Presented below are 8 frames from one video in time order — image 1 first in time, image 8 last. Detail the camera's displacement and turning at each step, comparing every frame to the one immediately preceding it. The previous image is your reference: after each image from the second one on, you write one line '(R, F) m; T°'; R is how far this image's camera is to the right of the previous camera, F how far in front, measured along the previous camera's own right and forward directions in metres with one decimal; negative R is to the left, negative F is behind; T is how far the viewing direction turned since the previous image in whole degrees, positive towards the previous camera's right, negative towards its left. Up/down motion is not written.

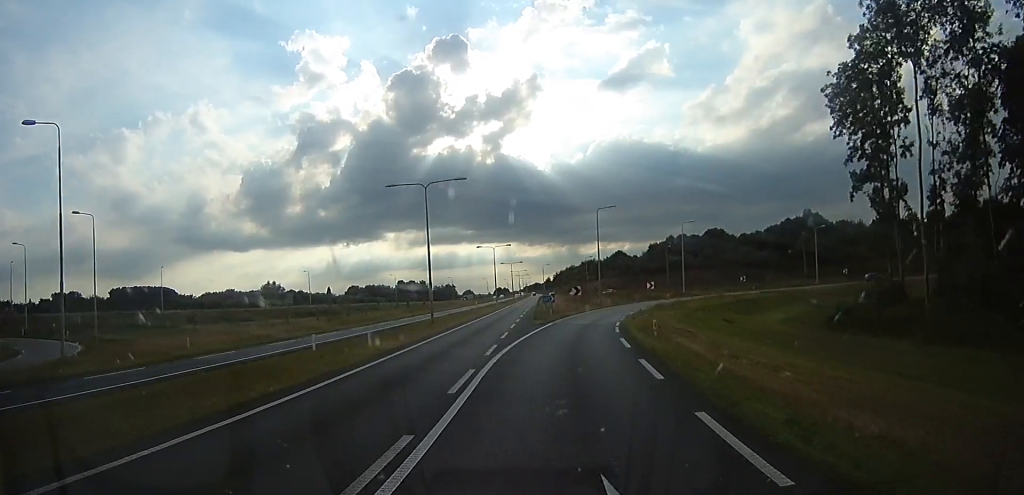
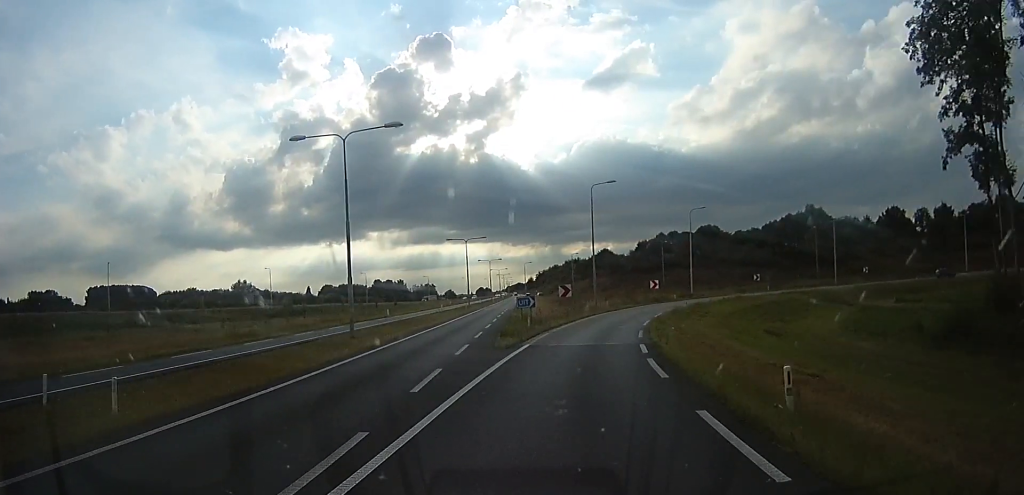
(+1.2, +12.3) m; +4°
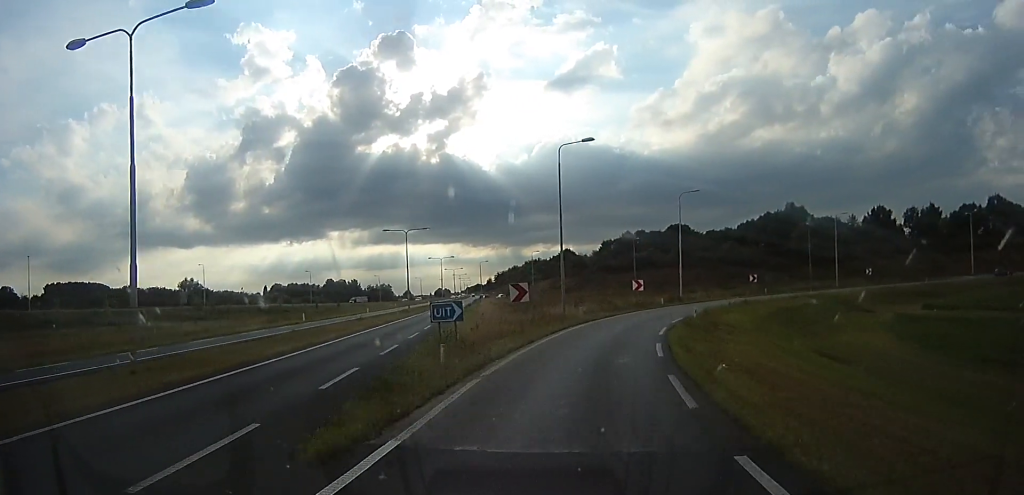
(+0.2, +12.1) m; +1°
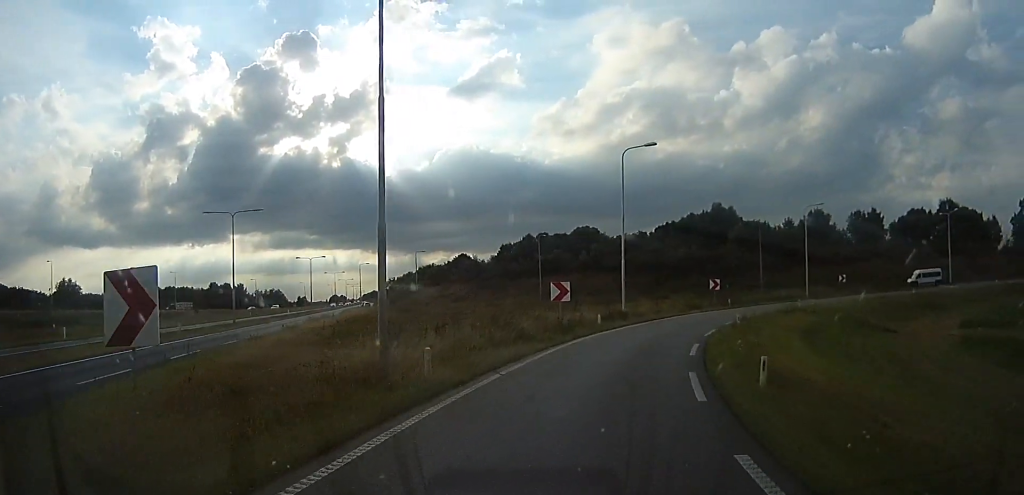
(0.0, +18.0) m; +8°
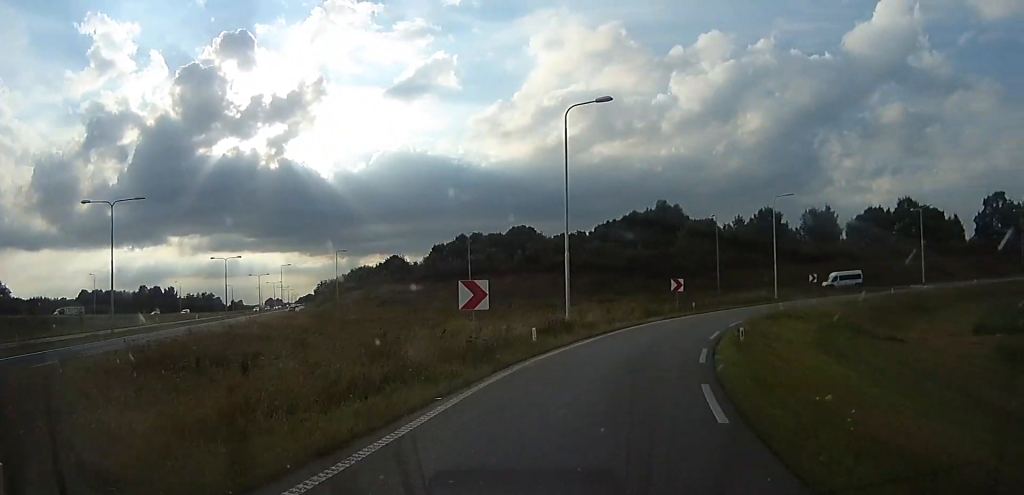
(+1.1, +7.4) m; +11°
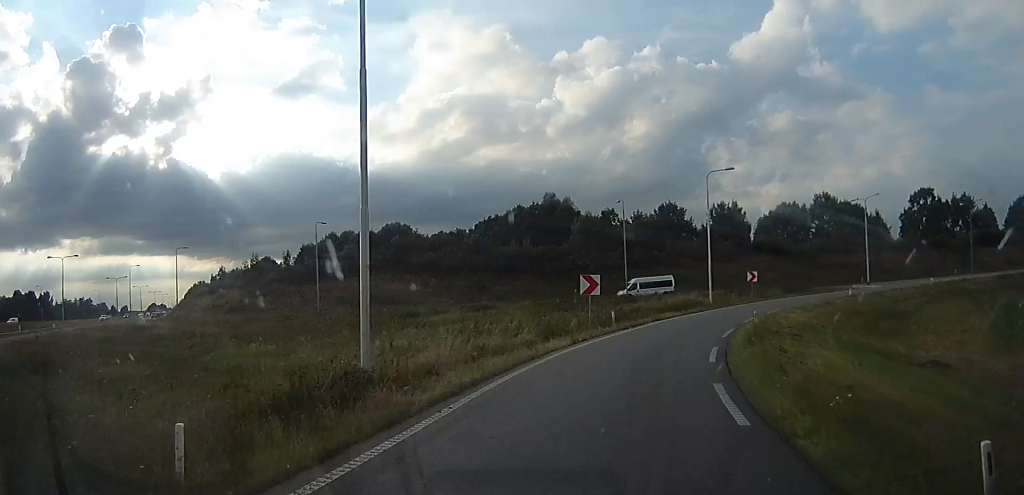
(+2.0, +12.3) m; +14°
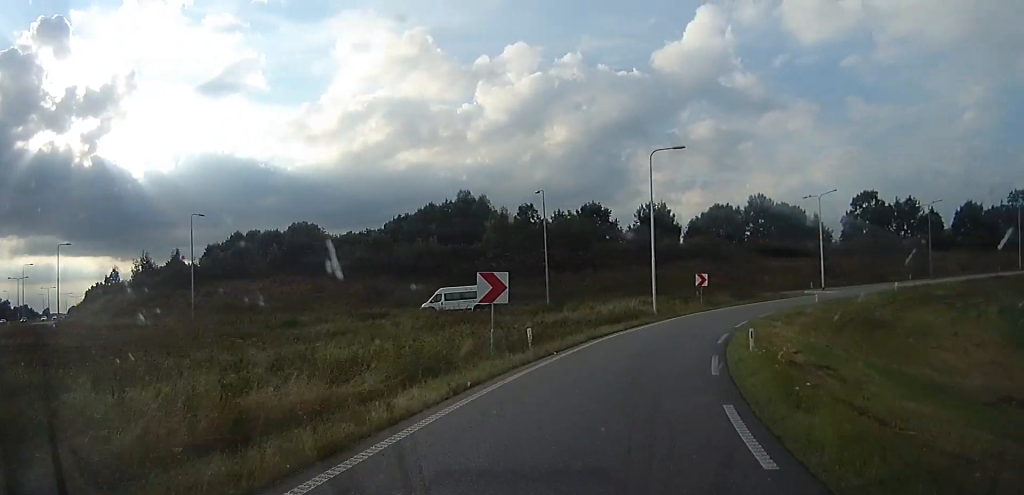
(+0.5, +7.8) m; +7°
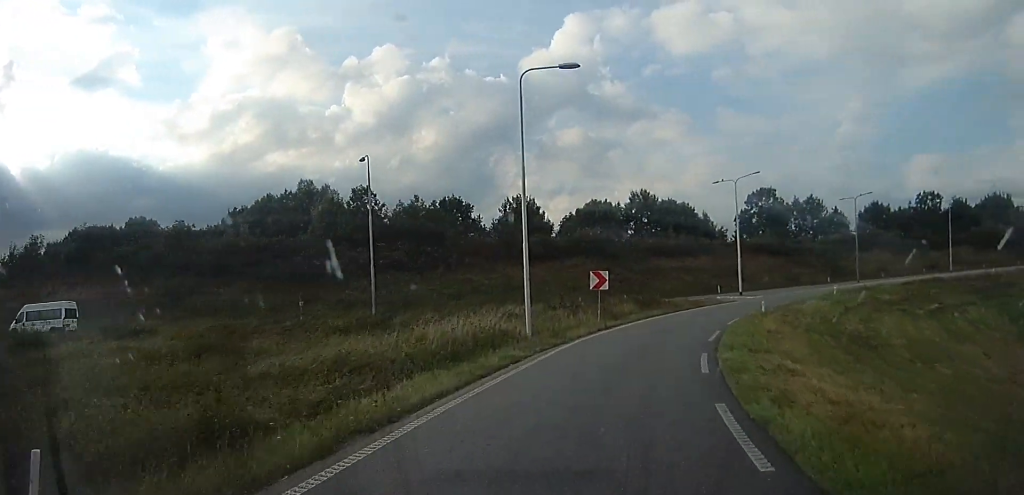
(+0.6, +12.0) m; +14°
